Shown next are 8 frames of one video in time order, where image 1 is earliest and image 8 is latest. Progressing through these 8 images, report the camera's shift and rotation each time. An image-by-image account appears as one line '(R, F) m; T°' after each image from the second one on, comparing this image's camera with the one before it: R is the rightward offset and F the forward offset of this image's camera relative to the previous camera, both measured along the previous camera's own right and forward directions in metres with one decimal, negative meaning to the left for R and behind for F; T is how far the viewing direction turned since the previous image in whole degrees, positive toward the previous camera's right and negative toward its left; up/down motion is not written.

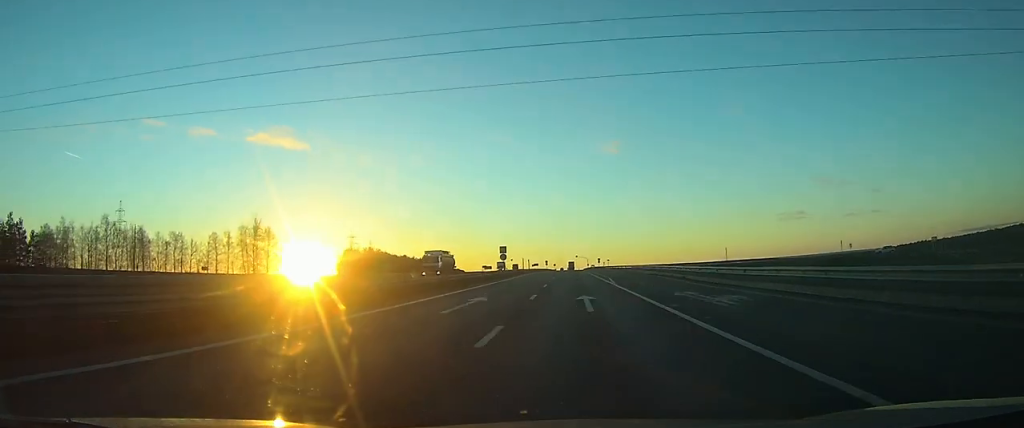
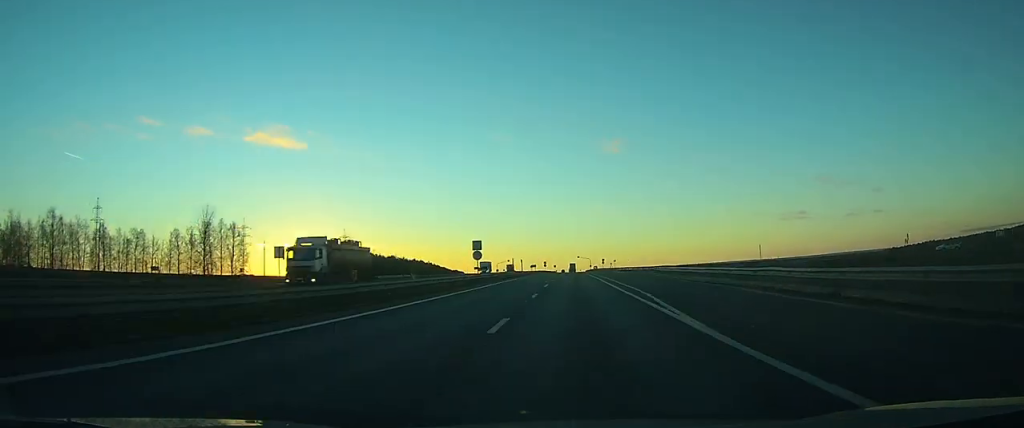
(-0.1, +20.8) m; 0°
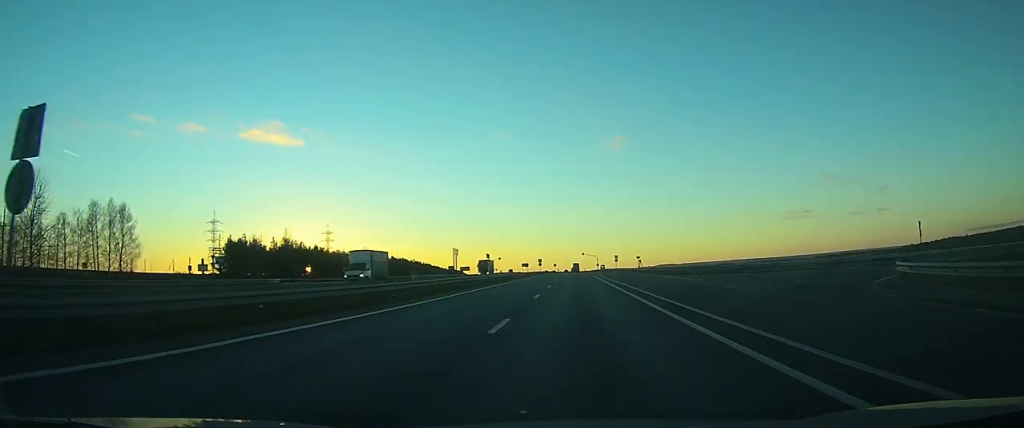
(+0.1, +45.9) m; 0°
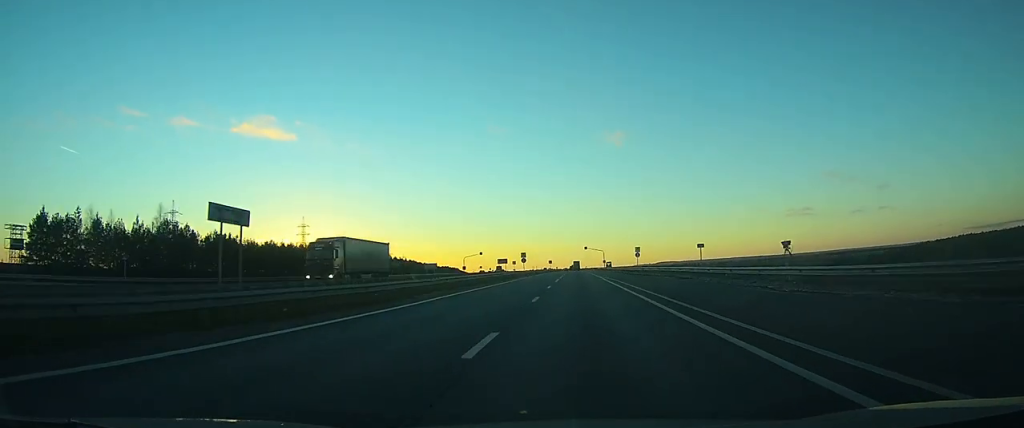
(-0.1, +52.4) m; 0°
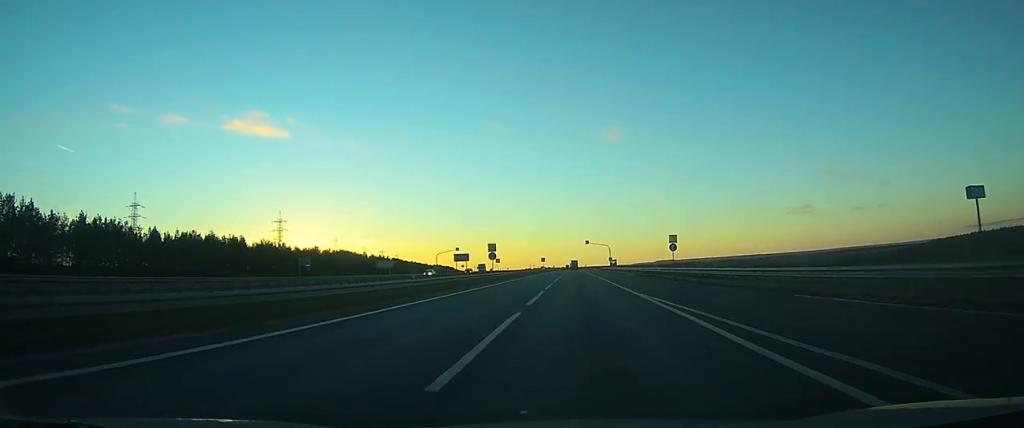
(-0.1, +38.9) m; 0°
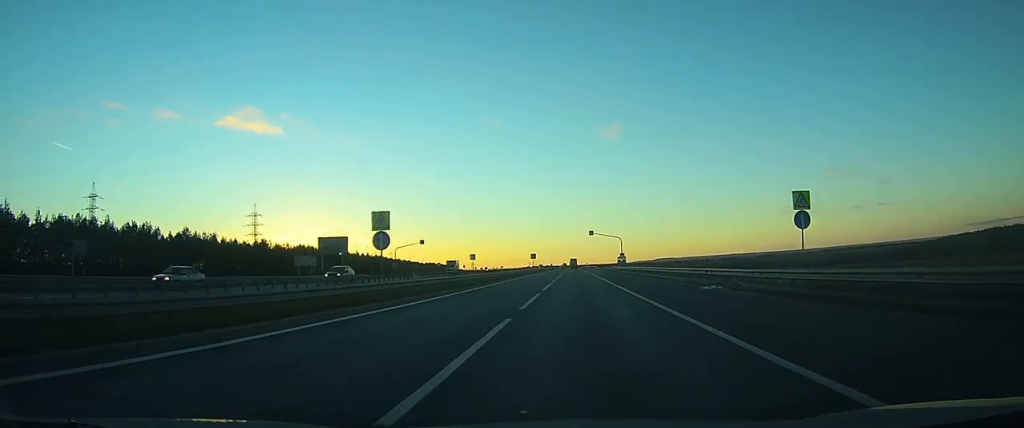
(-0.1, +37.6) m; 0°
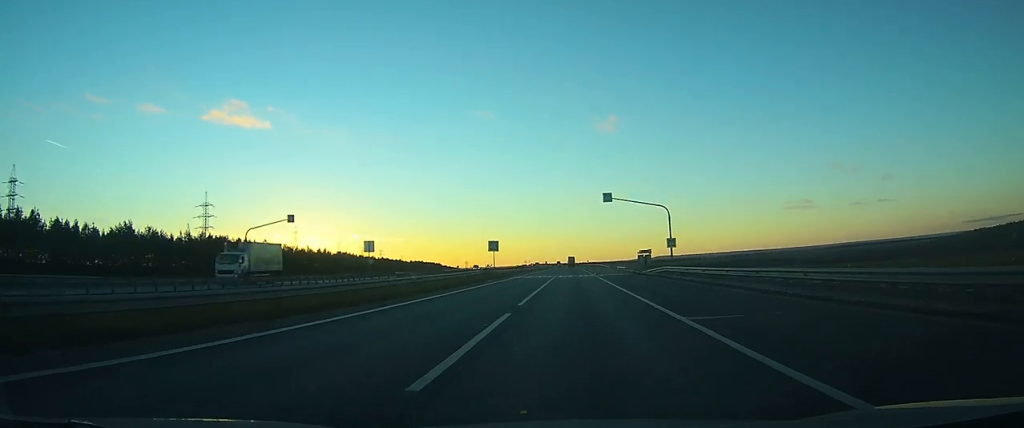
(0.0, +56.9) m; 0°
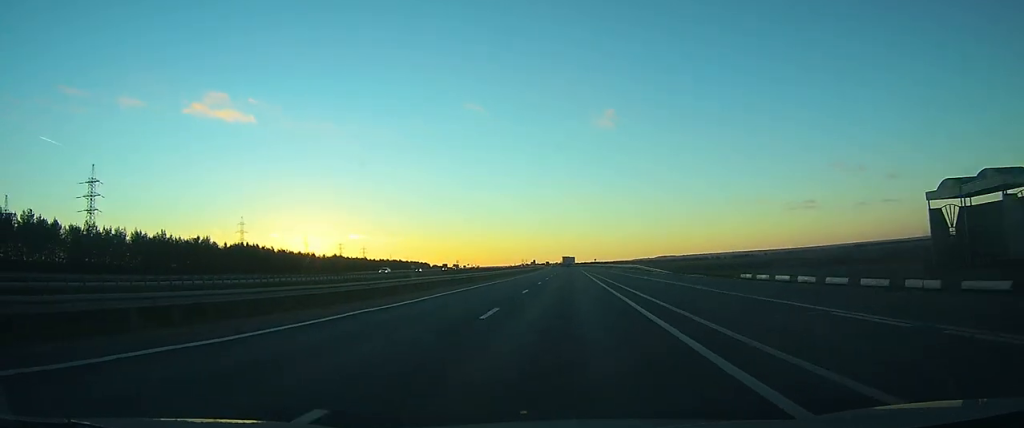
(-0.1, +97.4) m; 0°
